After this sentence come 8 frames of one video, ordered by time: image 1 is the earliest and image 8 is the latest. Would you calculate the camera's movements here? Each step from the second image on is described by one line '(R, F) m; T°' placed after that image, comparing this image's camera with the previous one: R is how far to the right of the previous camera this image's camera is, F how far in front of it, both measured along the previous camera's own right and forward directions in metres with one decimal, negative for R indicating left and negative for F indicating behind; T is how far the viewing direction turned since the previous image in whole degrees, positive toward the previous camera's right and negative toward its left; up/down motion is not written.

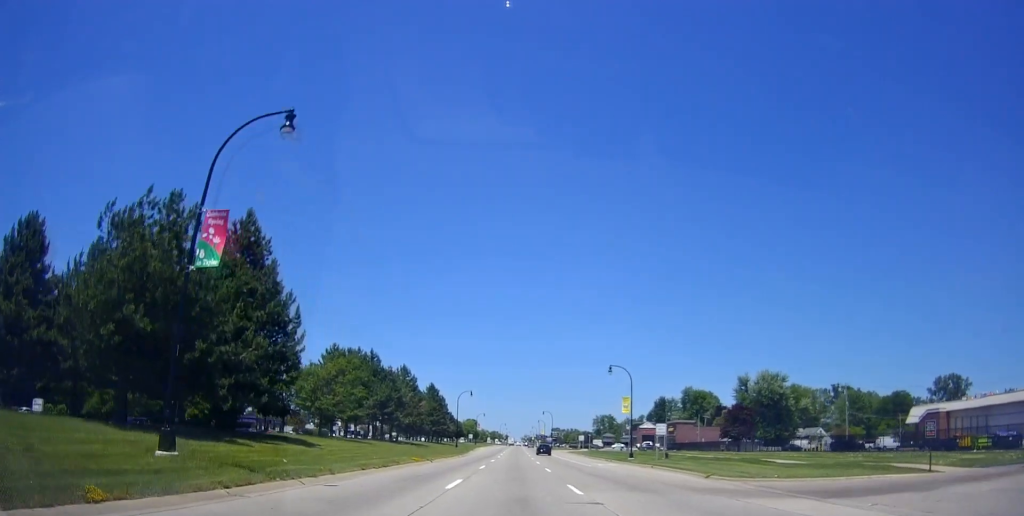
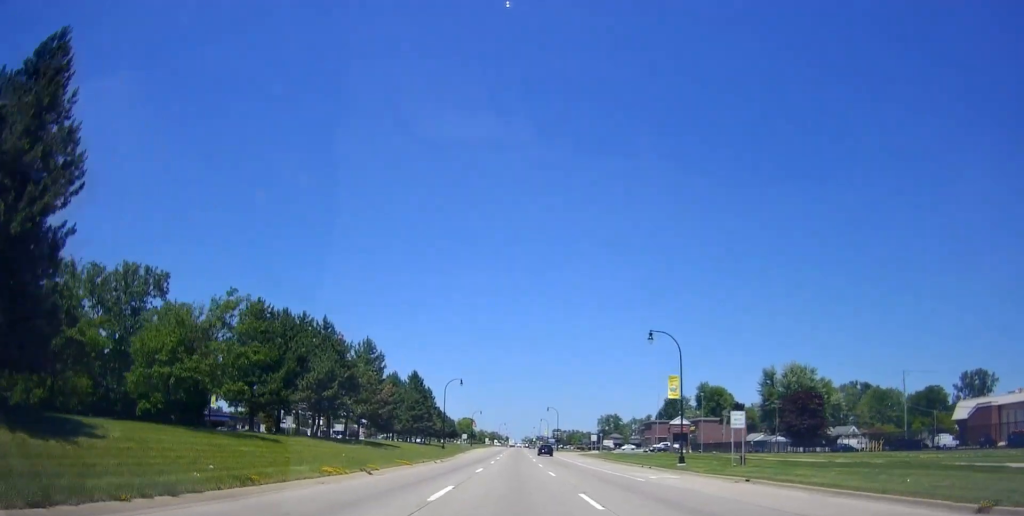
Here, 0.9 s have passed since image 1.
(-0.7, +18.1) m; 0°
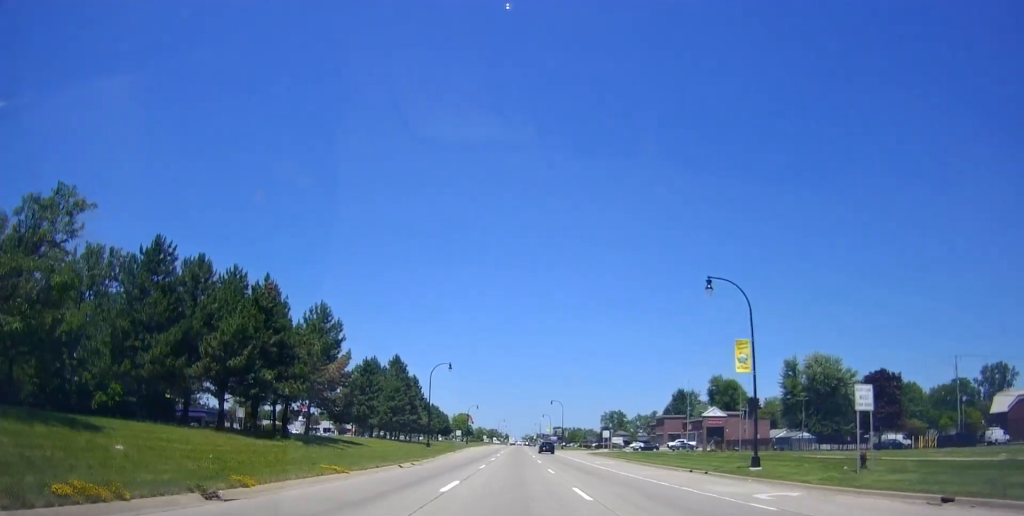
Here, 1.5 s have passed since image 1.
(+0.5, +13.4) m; 0°
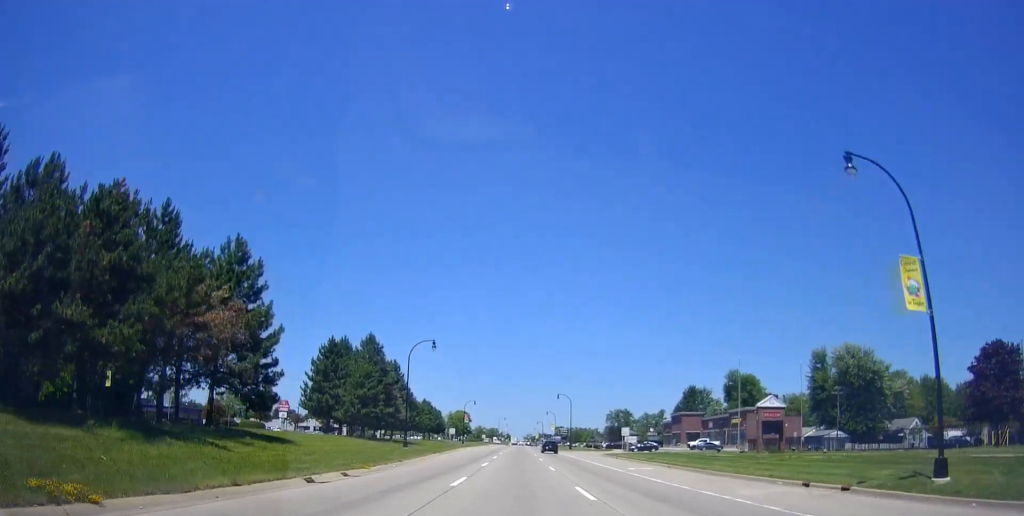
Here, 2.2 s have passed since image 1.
(+0.1, +14.2) m; 0°
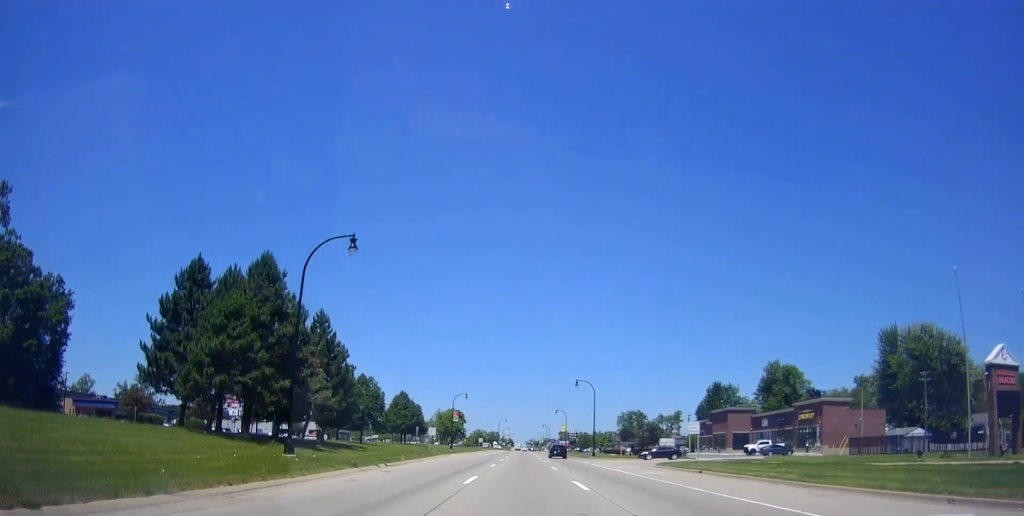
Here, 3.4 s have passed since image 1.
(-0.1, +27.3) m; +1°
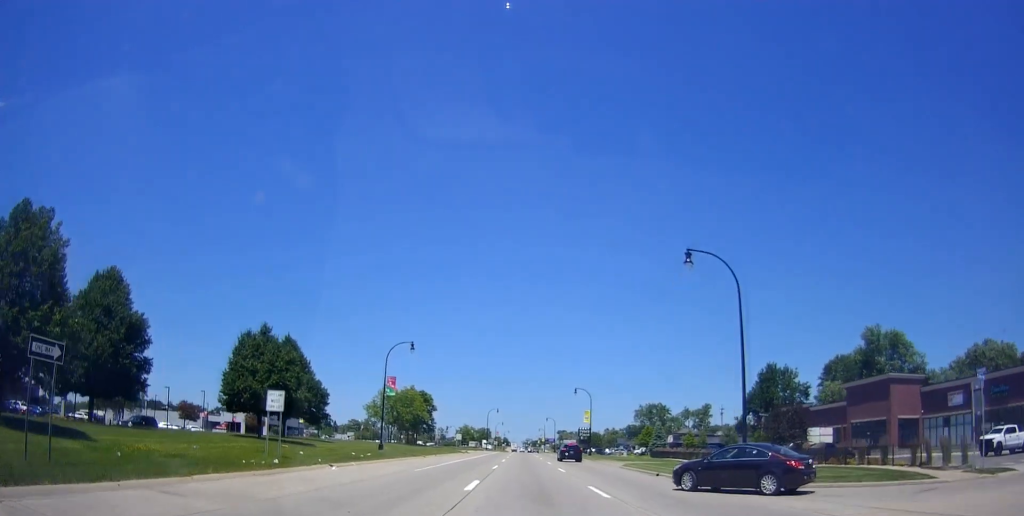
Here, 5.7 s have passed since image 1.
(+0.4, +49.7) m; +1°
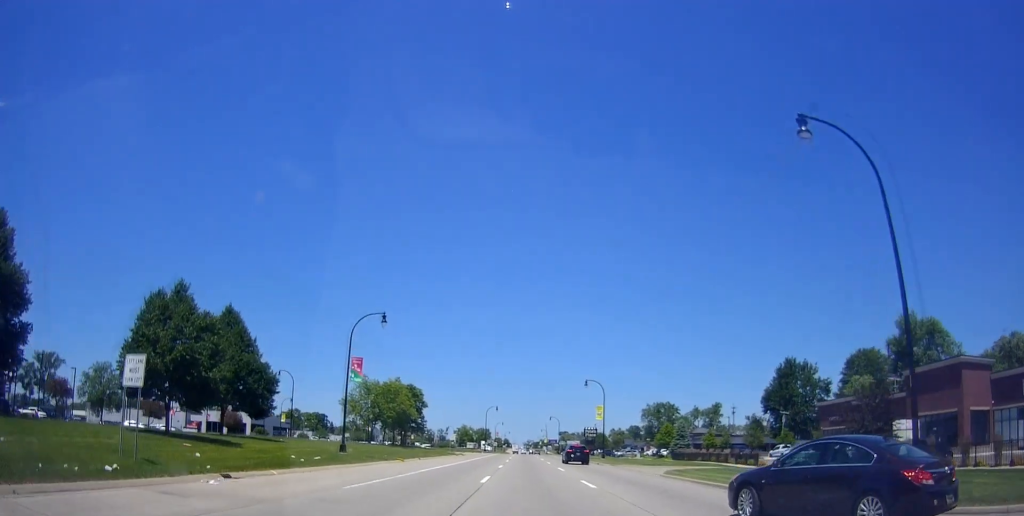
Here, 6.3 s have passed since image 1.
(0.0, +11.5) m; -1°
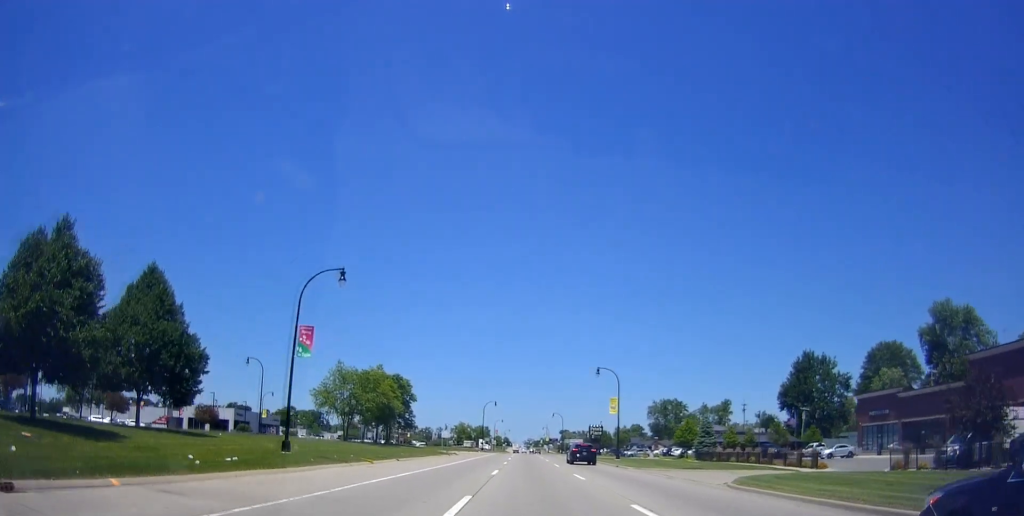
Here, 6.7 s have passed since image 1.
(+0.2, +10.0) m; -1°
